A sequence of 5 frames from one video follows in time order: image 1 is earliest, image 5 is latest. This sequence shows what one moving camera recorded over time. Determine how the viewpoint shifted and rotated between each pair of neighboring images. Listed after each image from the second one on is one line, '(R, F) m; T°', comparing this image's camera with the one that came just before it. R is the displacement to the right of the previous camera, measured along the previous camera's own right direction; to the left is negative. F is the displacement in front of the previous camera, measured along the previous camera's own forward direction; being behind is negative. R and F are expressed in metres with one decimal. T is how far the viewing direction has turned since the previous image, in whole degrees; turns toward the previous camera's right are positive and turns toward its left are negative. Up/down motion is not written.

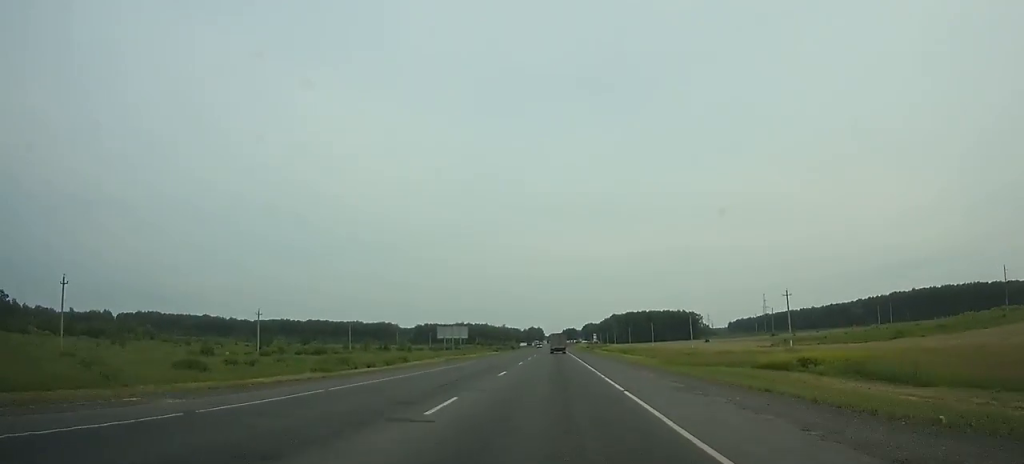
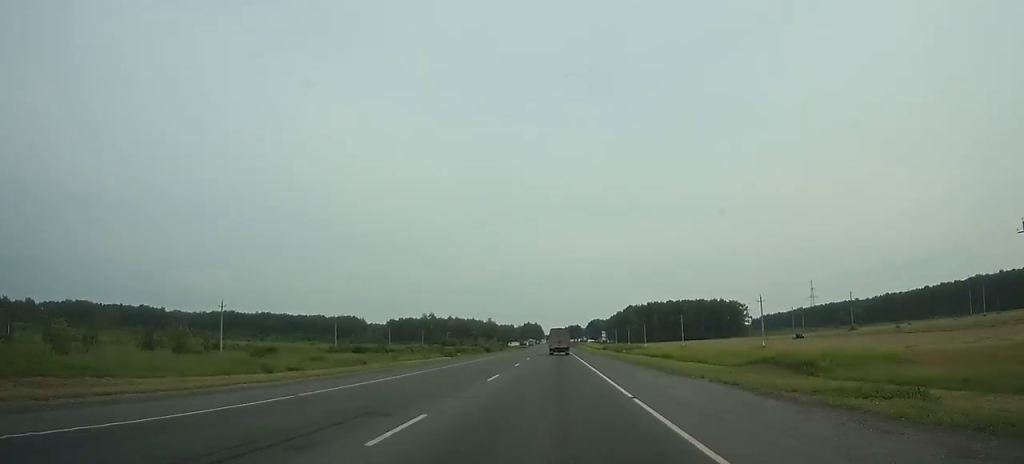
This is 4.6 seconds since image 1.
(+0.1, +114.7) m; 0°
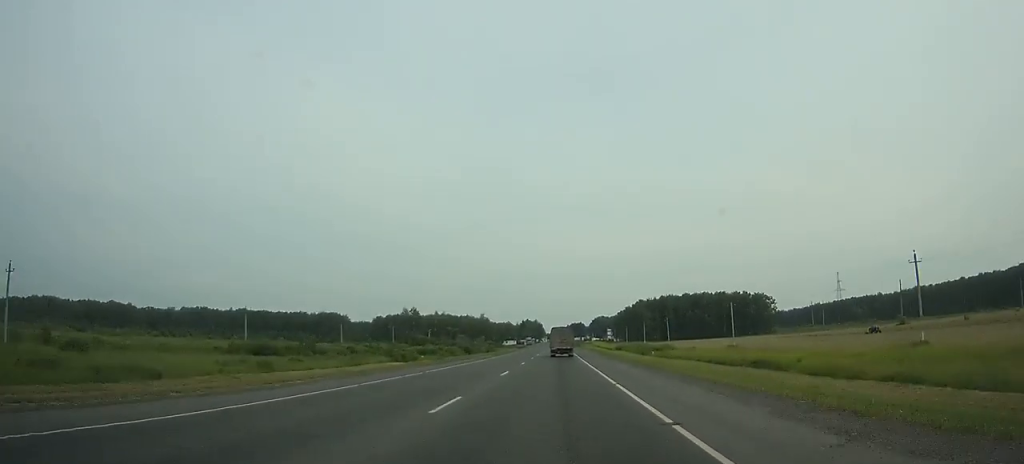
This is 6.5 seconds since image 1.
(0.0, +46.9) m; 0°
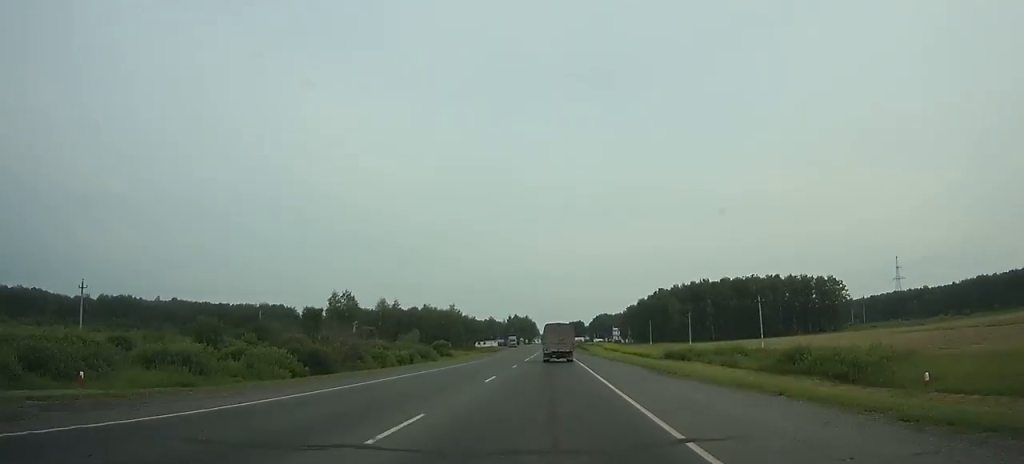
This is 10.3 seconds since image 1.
(+0.1, +90.1) m; 0°
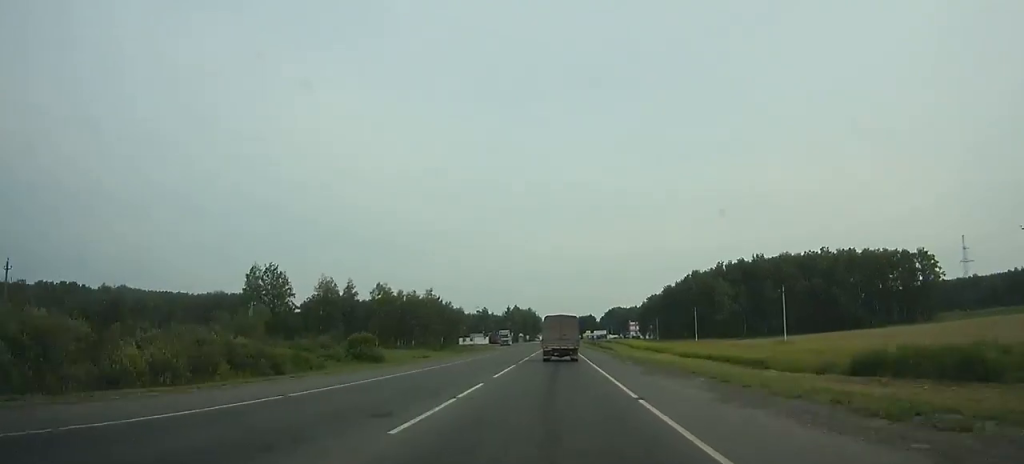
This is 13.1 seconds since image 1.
(0.0, +62.2) m; 0°
